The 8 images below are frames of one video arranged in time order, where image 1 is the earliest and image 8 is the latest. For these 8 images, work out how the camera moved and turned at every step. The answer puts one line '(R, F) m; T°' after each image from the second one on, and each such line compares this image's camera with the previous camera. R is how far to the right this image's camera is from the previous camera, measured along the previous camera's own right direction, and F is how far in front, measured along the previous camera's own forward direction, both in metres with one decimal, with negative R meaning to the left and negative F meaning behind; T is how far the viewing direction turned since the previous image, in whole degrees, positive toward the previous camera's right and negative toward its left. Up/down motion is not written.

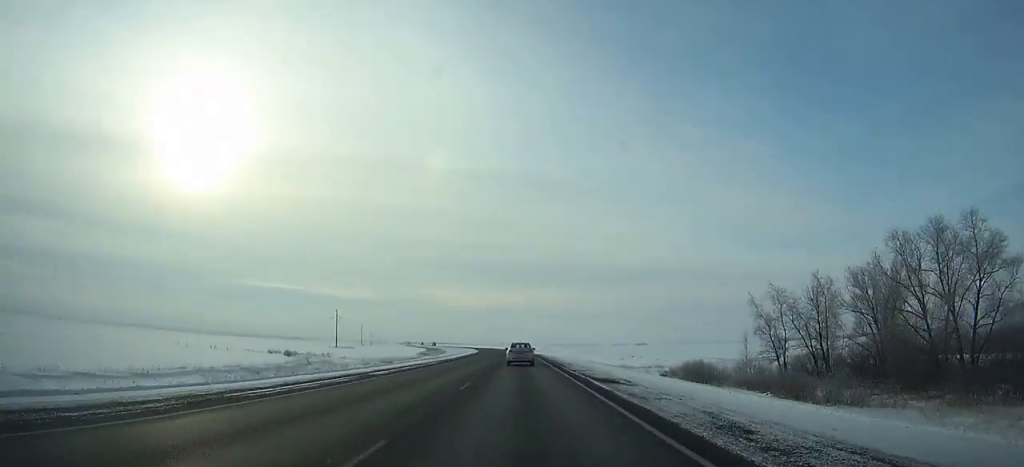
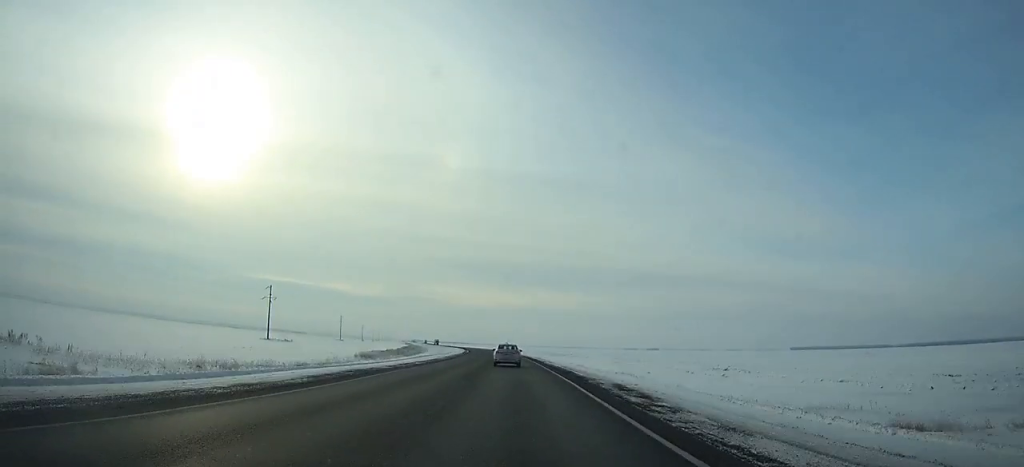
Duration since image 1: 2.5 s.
(-0.9, +65.6) m; -2°
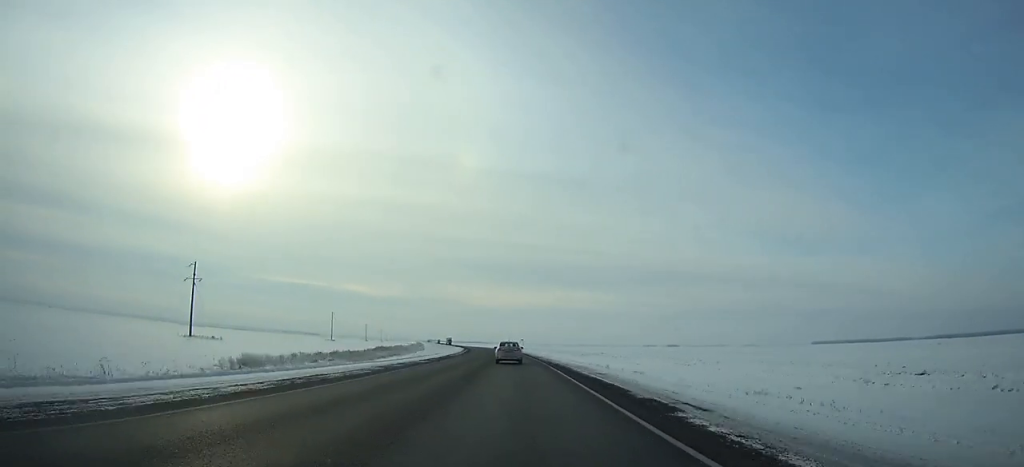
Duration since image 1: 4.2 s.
(-0.5, +44.3) m; -2°
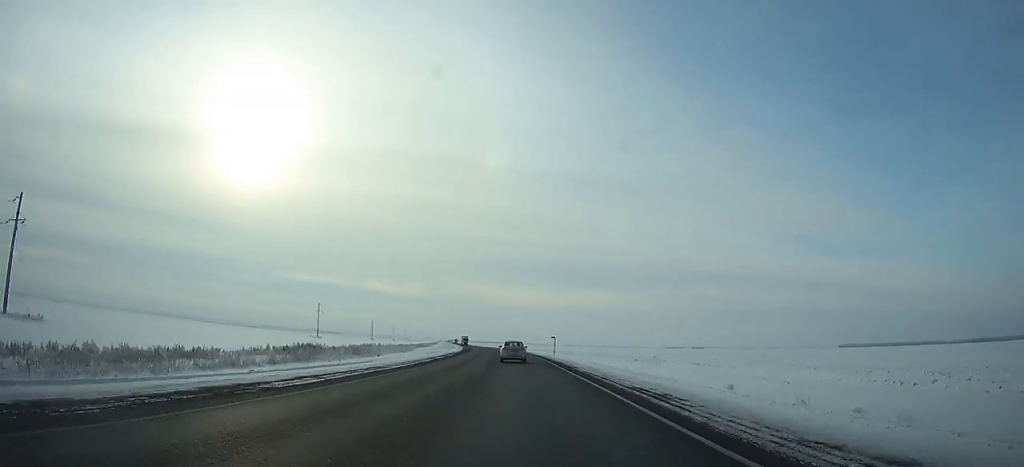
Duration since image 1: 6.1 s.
(-0.8, +49.3) m; -2°
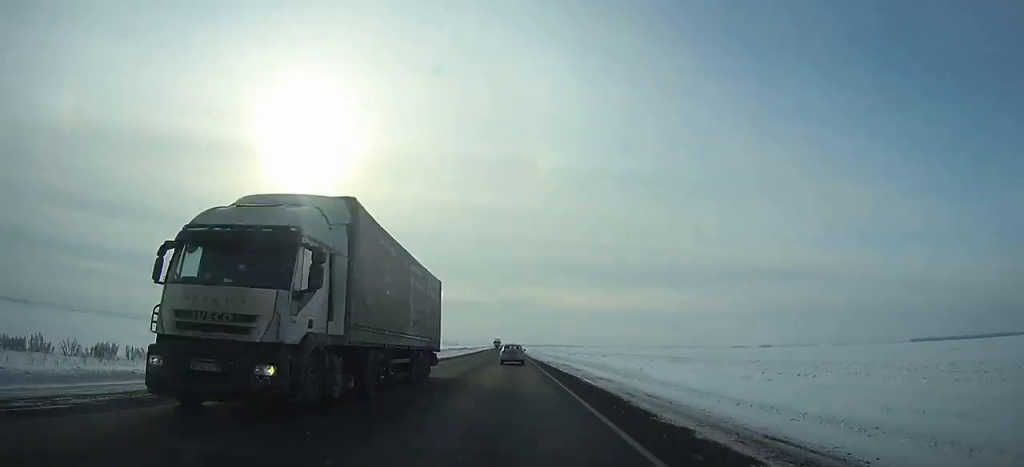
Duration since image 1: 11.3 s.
(-6.8, +134.1) m; -5°
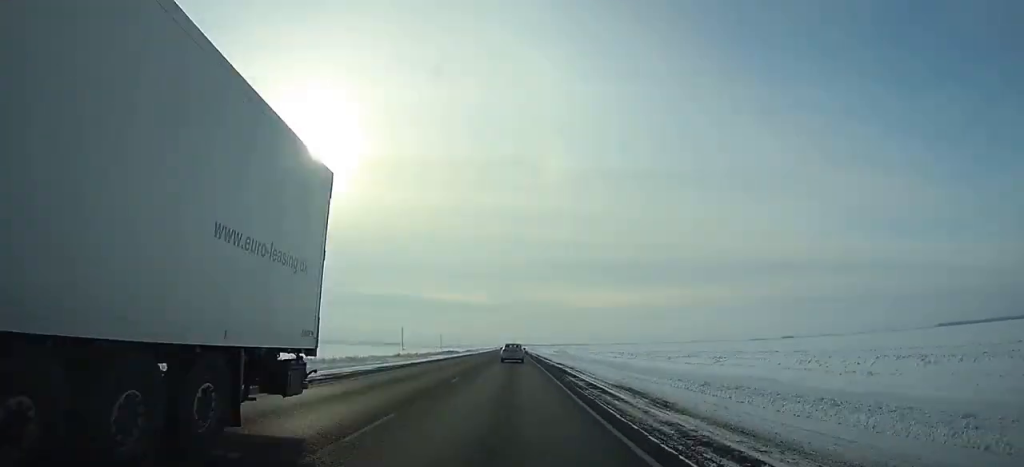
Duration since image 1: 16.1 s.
(-2.1, +125.2) m; -1°
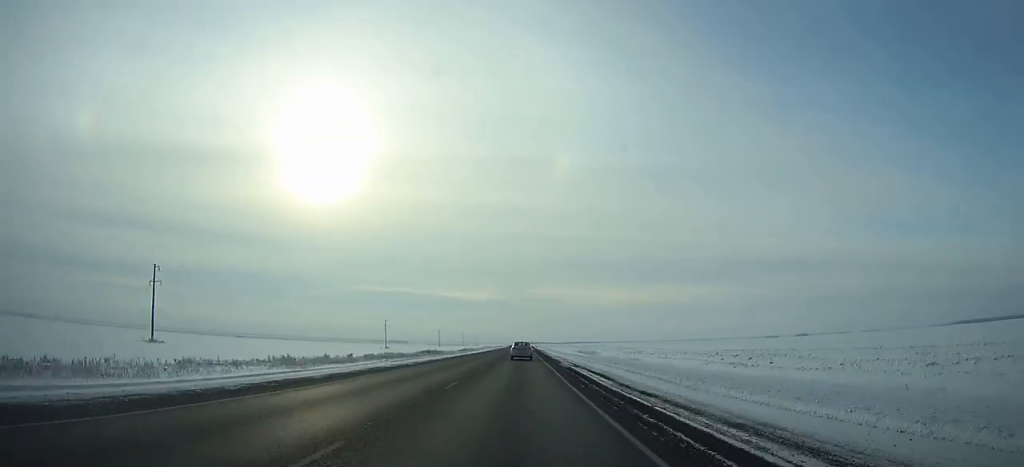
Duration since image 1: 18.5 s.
(-0.3, +63.5) m; 0°
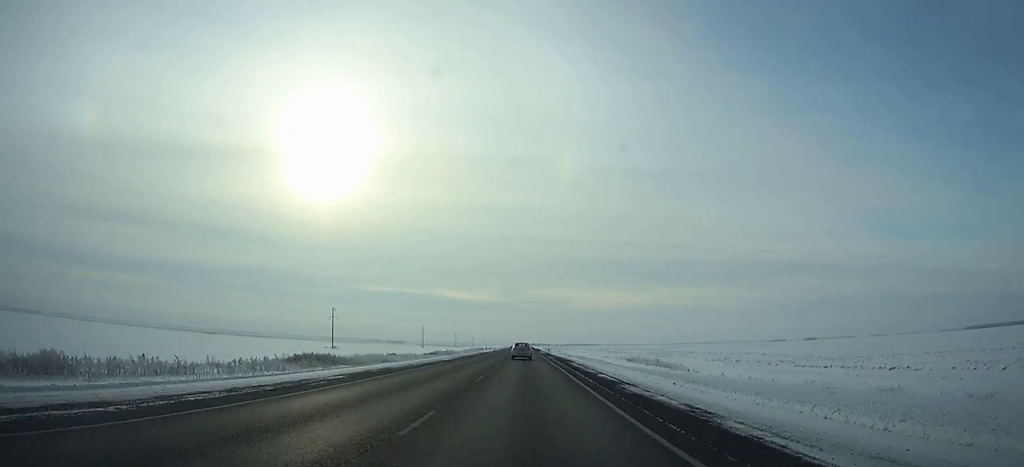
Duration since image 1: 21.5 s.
(0.0, +80.6) m; 0°
